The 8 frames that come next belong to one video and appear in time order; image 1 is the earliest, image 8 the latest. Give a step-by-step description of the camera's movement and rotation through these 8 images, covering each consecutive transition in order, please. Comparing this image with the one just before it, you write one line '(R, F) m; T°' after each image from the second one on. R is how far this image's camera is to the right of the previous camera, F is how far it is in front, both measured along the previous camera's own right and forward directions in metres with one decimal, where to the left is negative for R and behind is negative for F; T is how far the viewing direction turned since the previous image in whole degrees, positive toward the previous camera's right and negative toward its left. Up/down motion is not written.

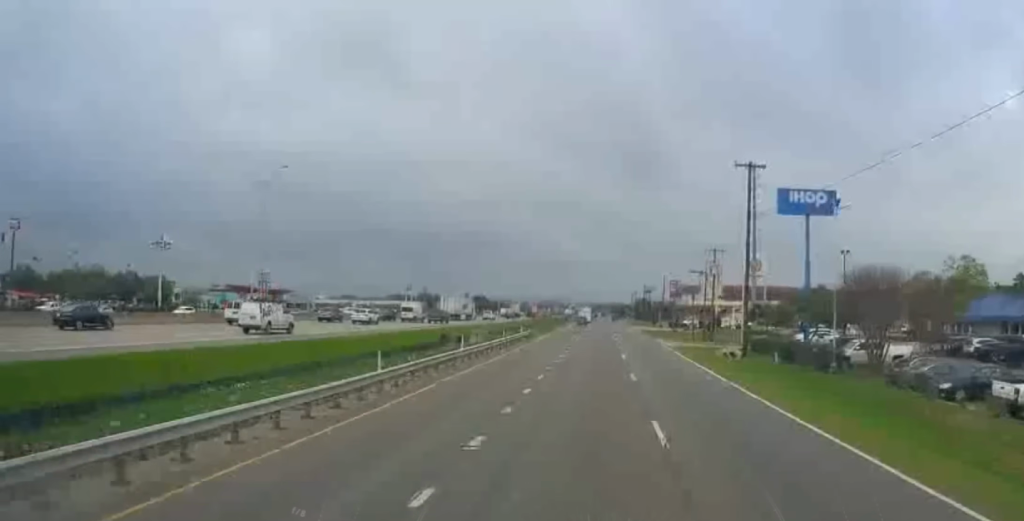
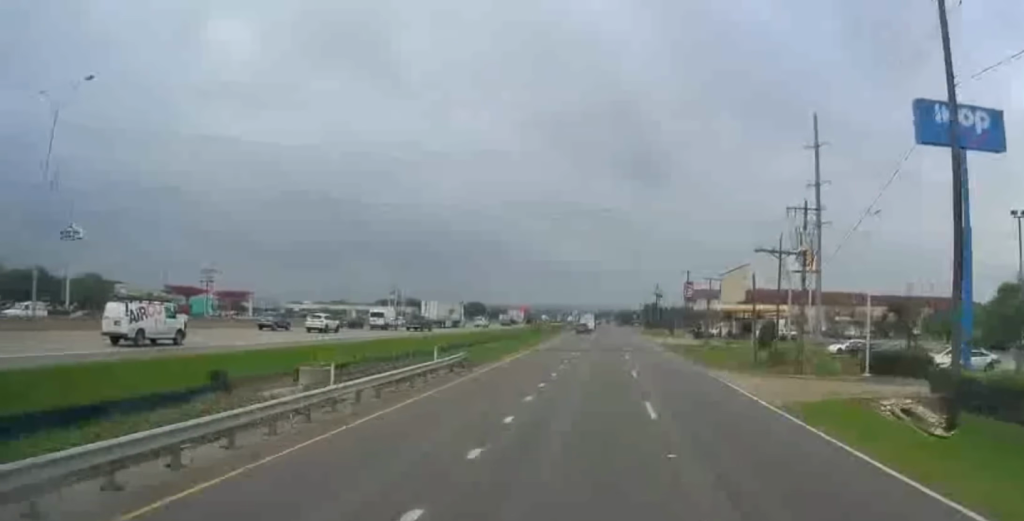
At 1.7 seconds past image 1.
(-0.3, +32.5) m; +1°
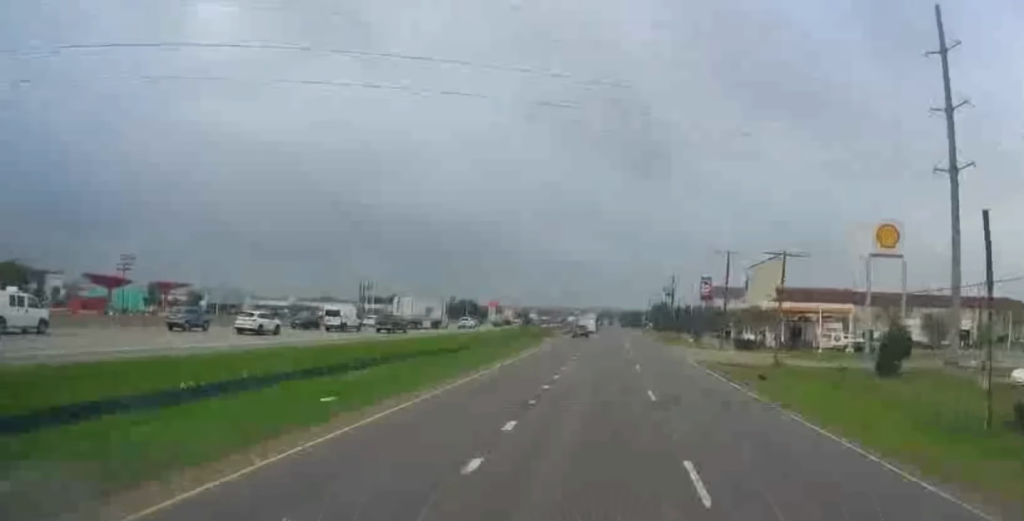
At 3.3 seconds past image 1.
(-0.1, +33.1) m; -2°
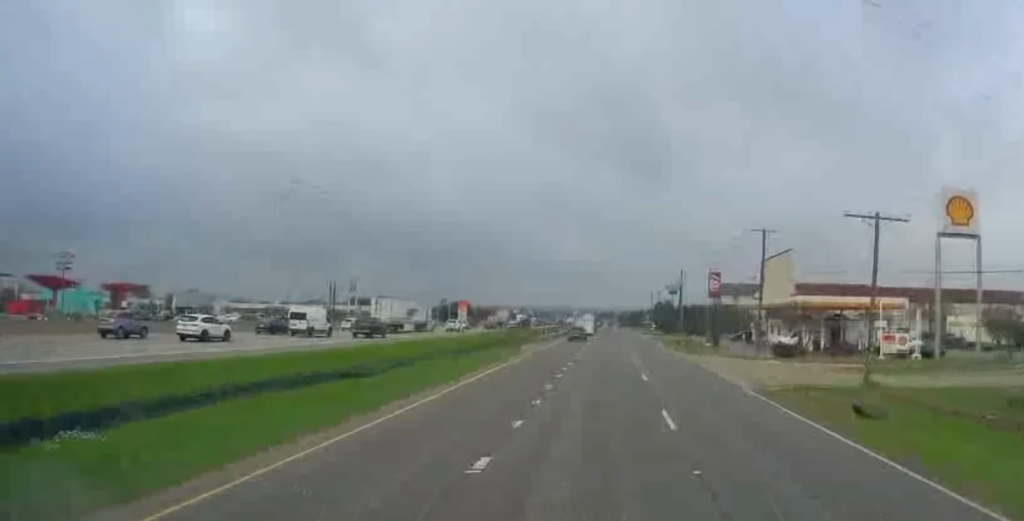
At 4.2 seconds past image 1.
(-0.1, +18.0) m; +2°
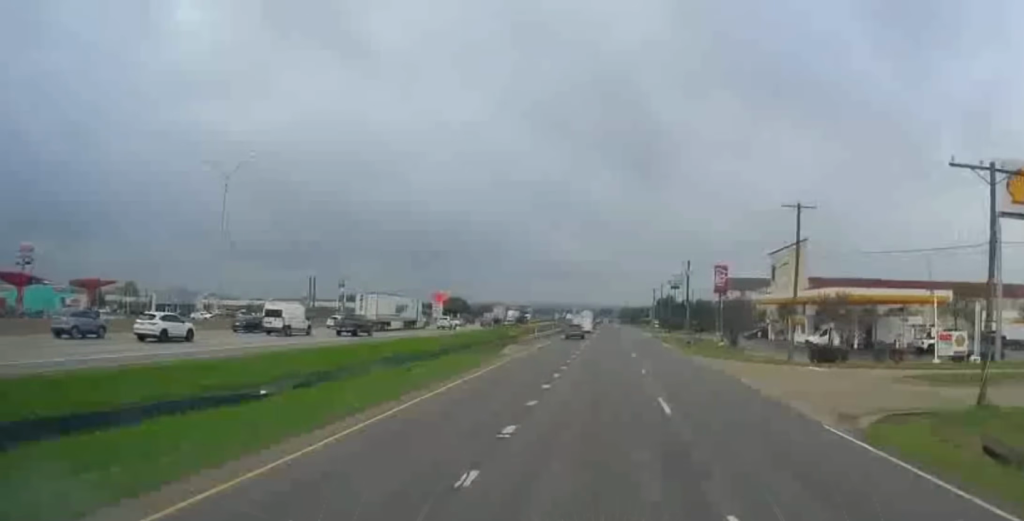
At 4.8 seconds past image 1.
(+0.2, +10.6) m; +1°
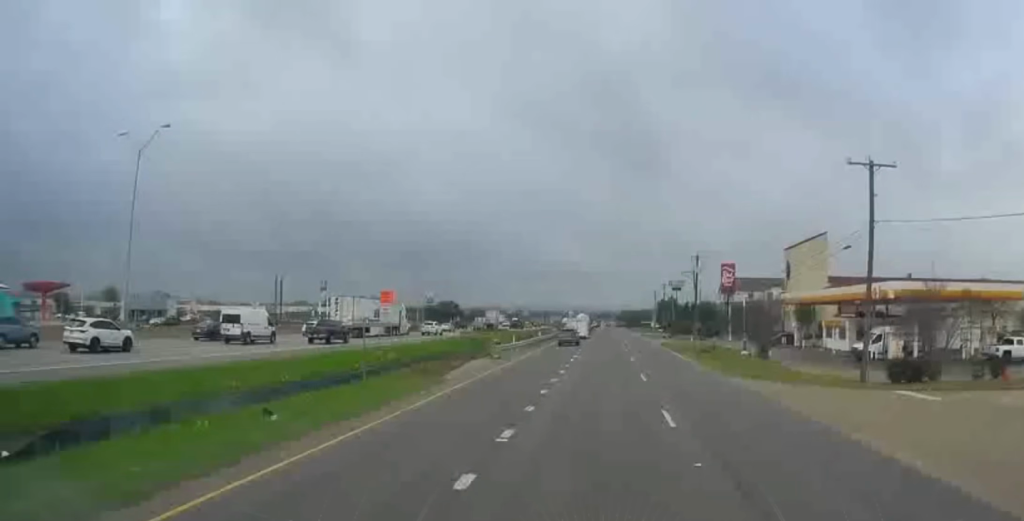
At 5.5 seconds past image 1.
(+0.6, +13.9) m; 0°
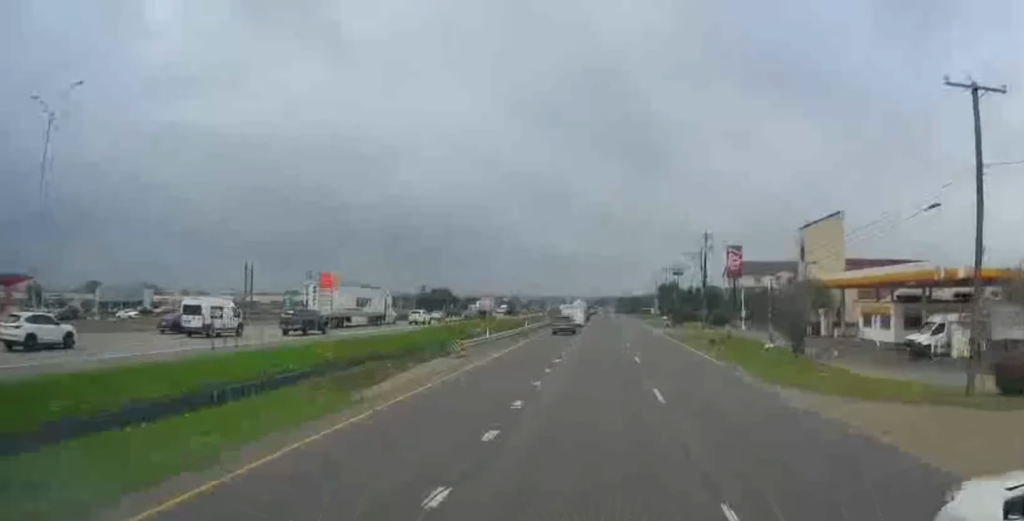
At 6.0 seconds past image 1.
(-0.5, +10.5) m; 0°
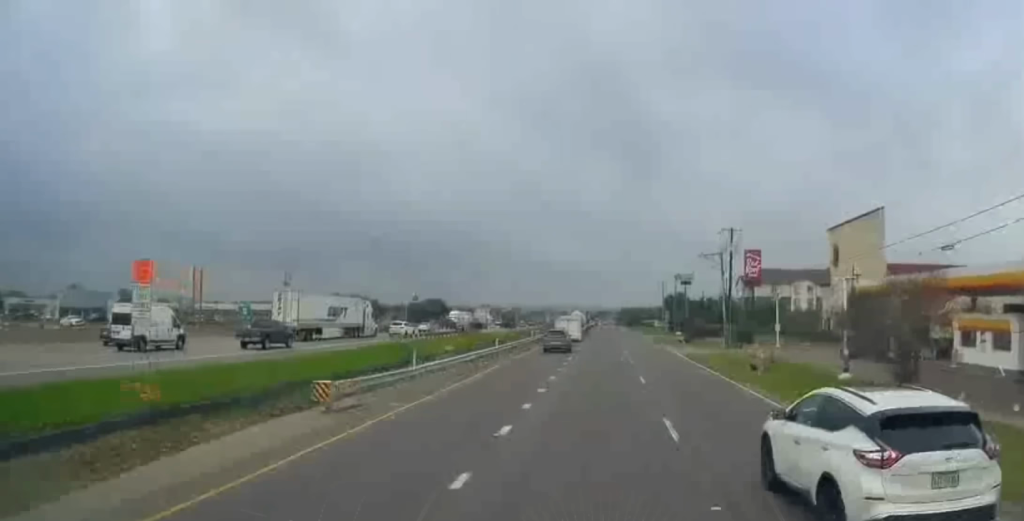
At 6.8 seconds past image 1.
(-0.1, +16.4) m; 0°
